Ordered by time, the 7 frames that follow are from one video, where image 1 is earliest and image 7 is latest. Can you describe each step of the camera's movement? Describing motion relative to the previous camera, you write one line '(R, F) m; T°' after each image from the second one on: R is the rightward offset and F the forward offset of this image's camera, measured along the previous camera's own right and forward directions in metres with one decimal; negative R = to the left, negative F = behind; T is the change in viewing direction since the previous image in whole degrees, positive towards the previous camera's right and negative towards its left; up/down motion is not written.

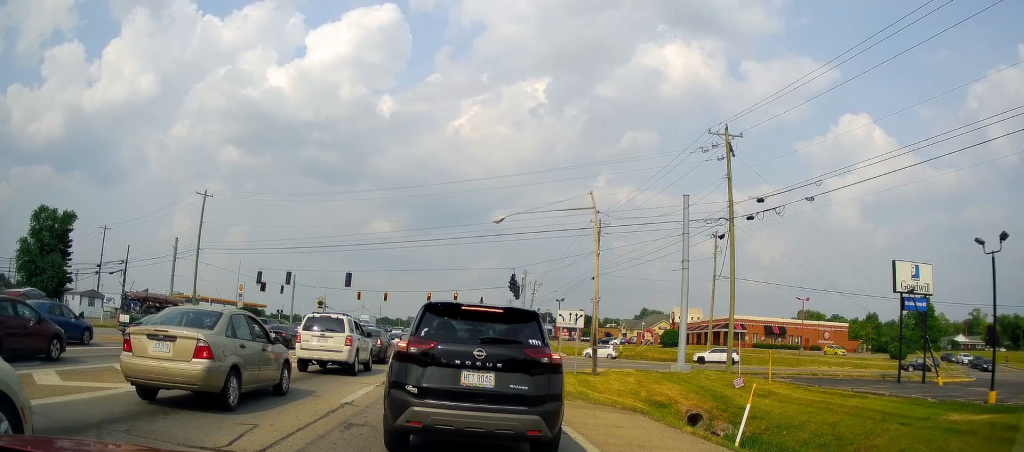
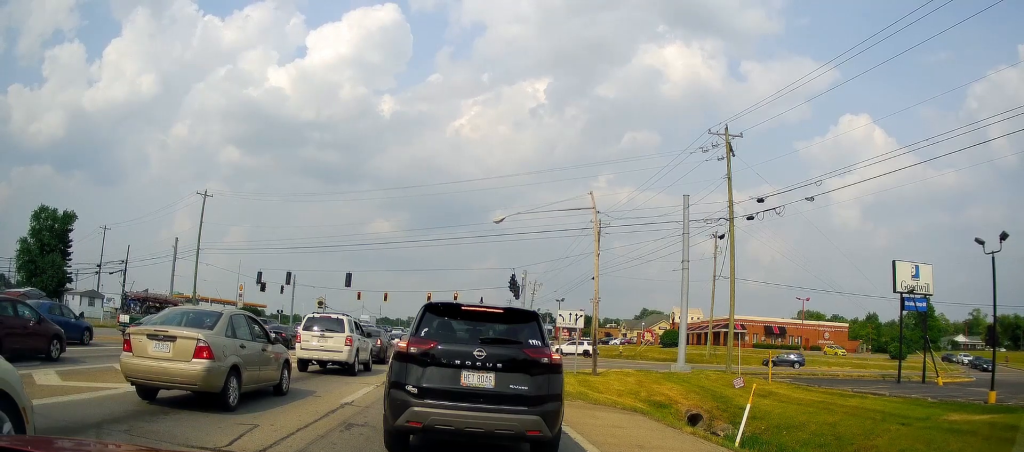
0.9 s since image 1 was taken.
(0.0, 0.0) m; 0°
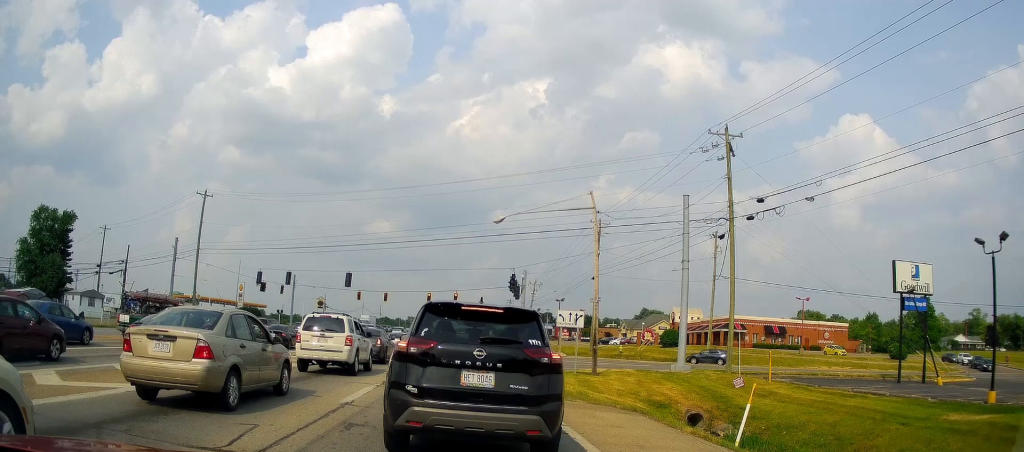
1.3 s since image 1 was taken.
(0.0, 0.0) m; 0°
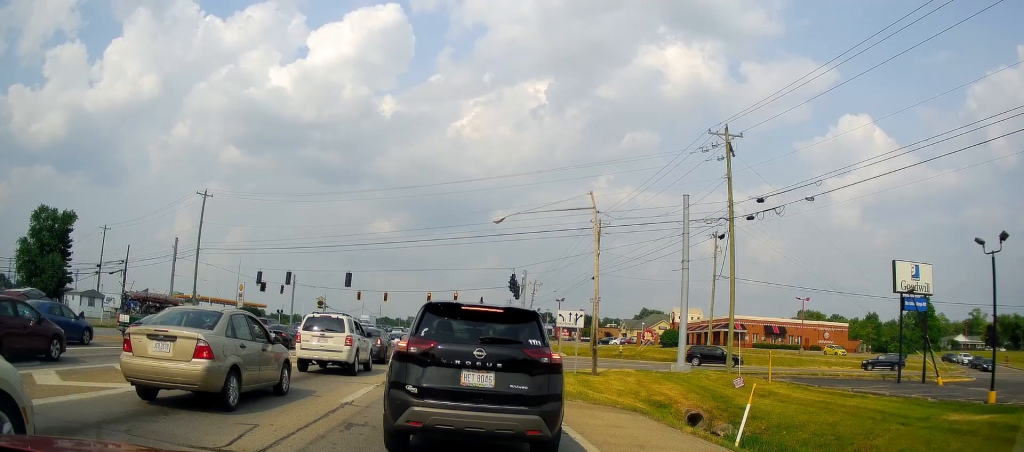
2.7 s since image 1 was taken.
(0.0, 0.0) m; 0°
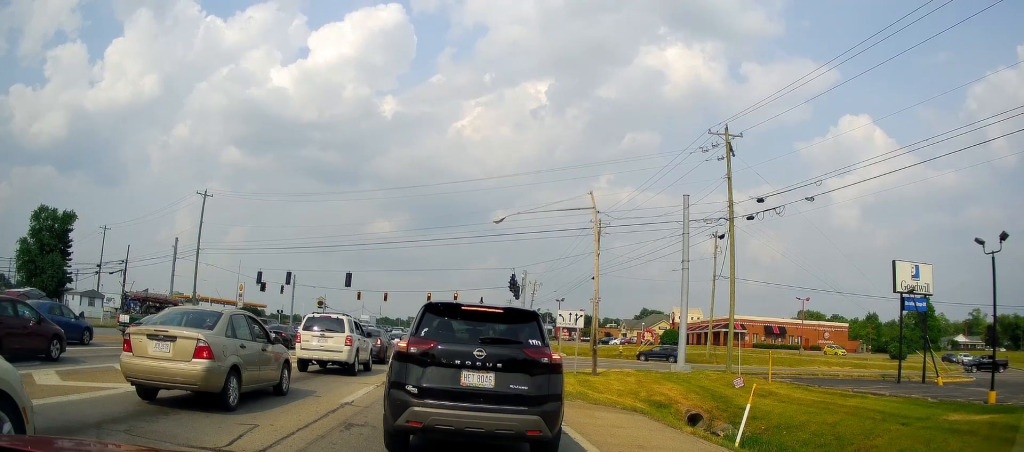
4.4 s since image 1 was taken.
(0.0, 0.0) m; 0°
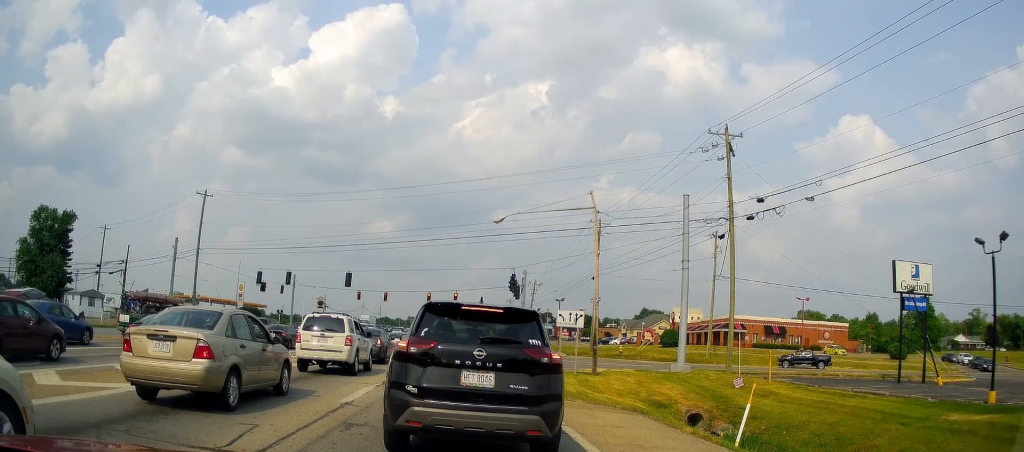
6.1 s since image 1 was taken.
(0.0, 0.0) m; 0°
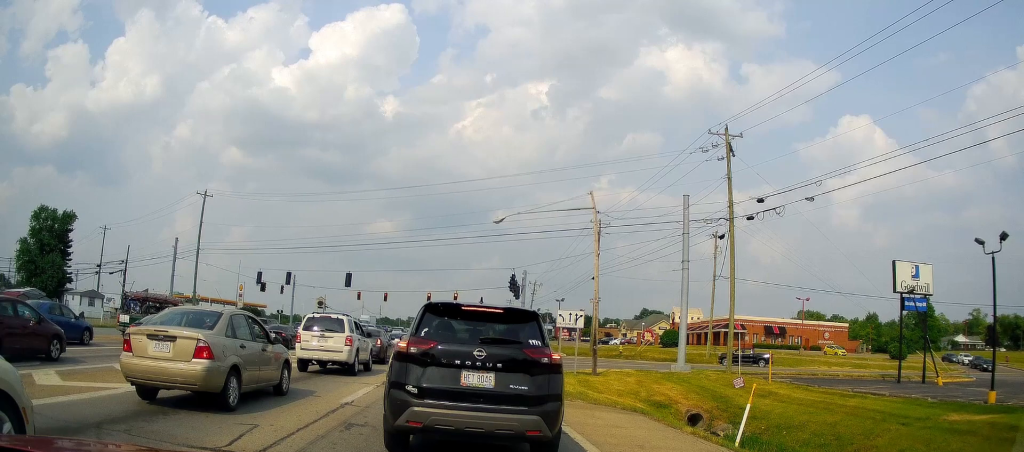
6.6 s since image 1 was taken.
(0.0, 0.0) m; 0°
